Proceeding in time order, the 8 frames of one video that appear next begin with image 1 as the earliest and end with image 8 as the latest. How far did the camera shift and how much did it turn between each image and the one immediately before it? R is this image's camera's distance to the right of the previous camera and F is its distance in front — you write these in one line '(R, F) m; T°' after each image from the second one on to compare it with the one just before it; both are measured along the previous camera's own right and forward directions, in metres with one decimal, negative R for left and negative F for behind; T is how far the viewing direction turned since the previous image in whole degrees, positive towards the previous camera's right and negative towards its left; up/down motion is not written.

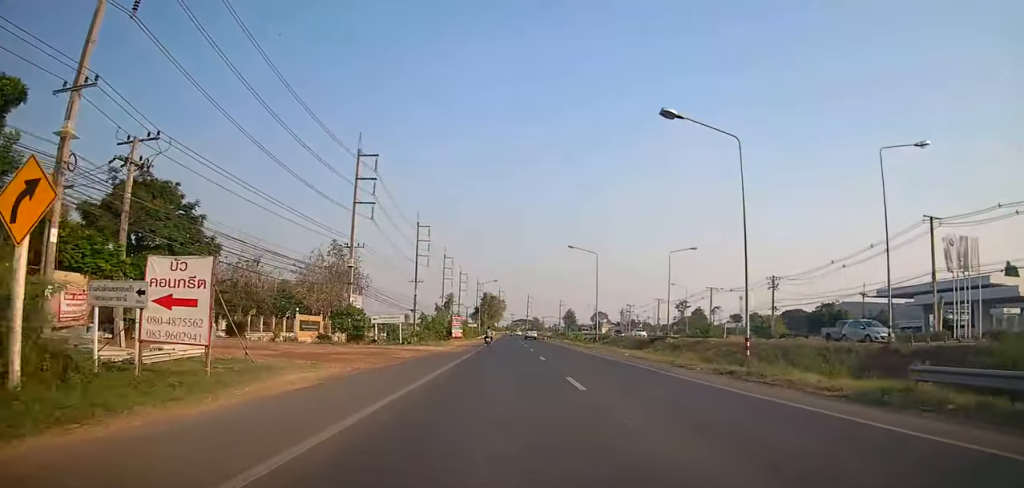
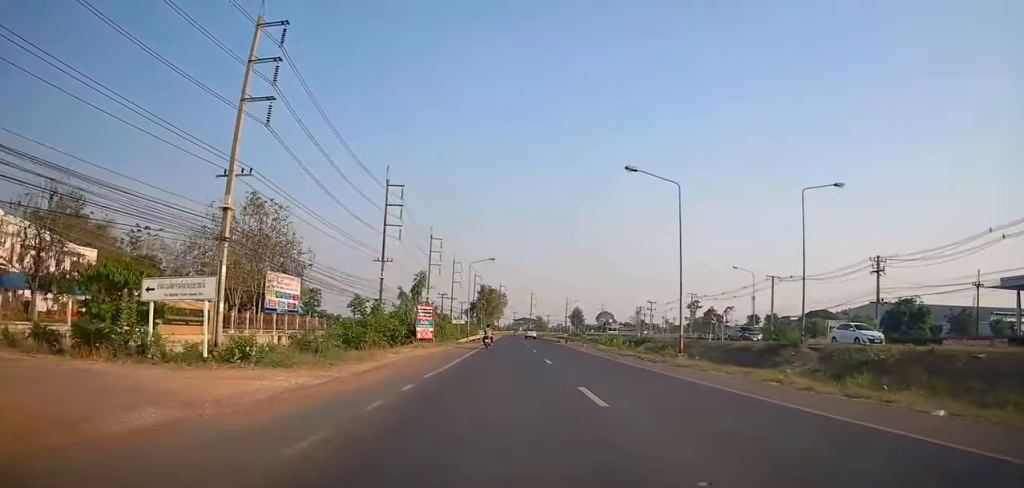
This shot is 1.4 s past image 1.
(0.0, +27.3) m; 0°
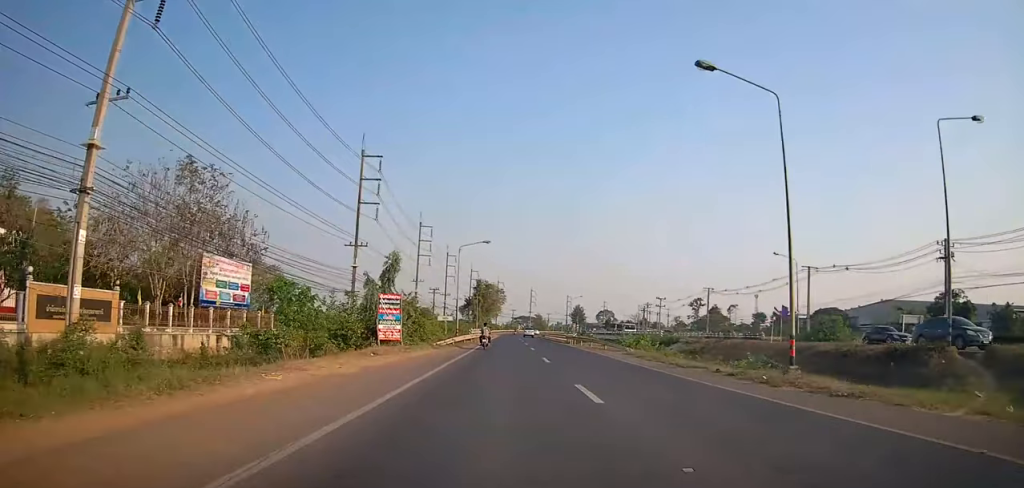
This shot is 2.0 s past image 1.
(0.0, +11.9) m; 0°
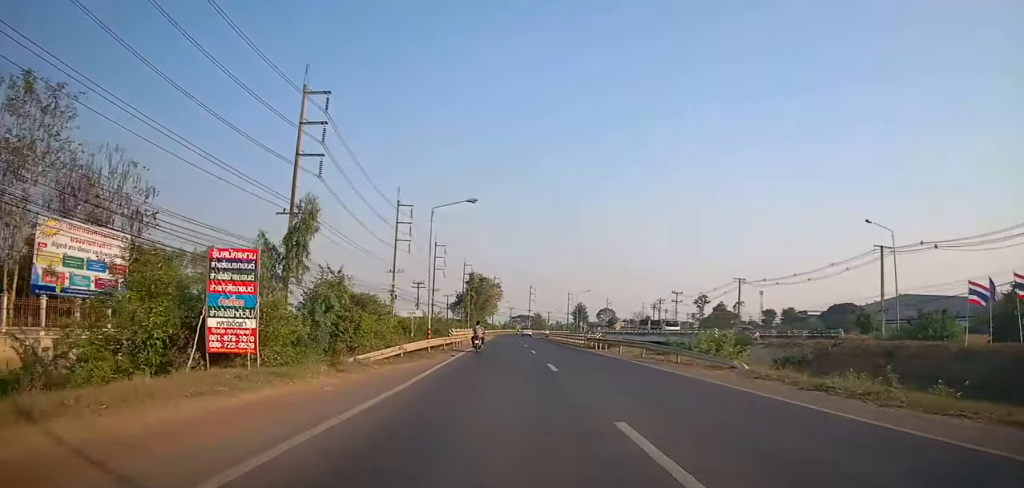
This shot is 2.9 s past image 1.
(0.0, +17.6) m; 0°
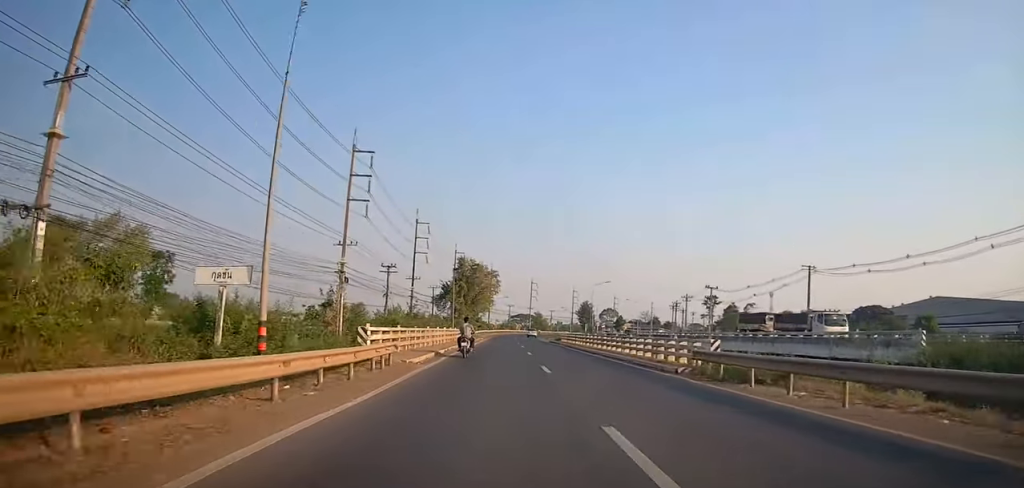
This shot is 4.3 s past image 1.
(-0.1, +24.8) m; 0°
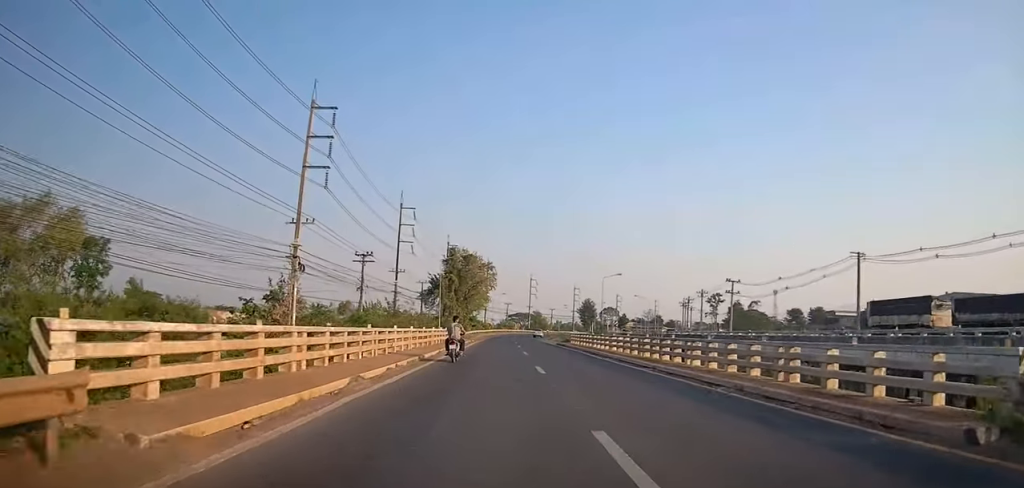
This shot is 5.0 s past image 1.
(0.0, +12.5) m; 0°
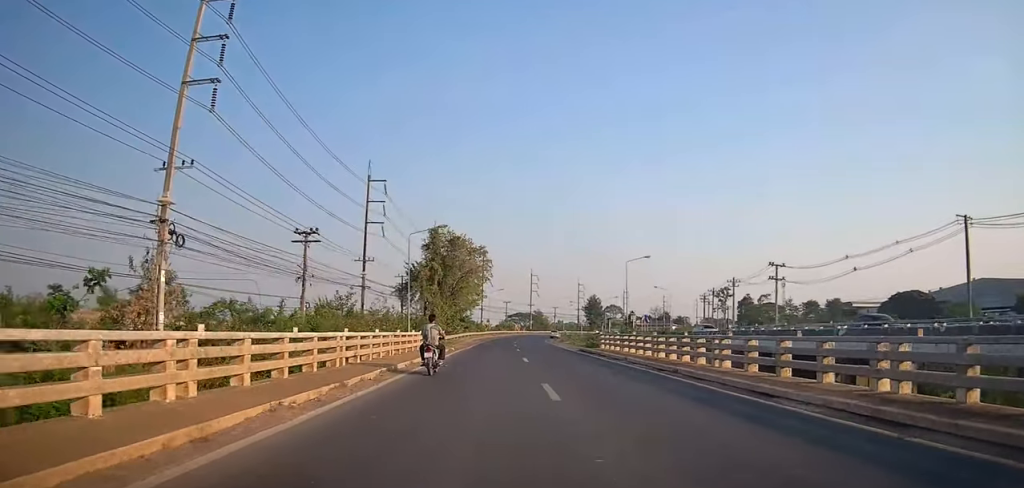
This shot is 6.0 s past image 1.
(-0.1, +18.2) m; +2°
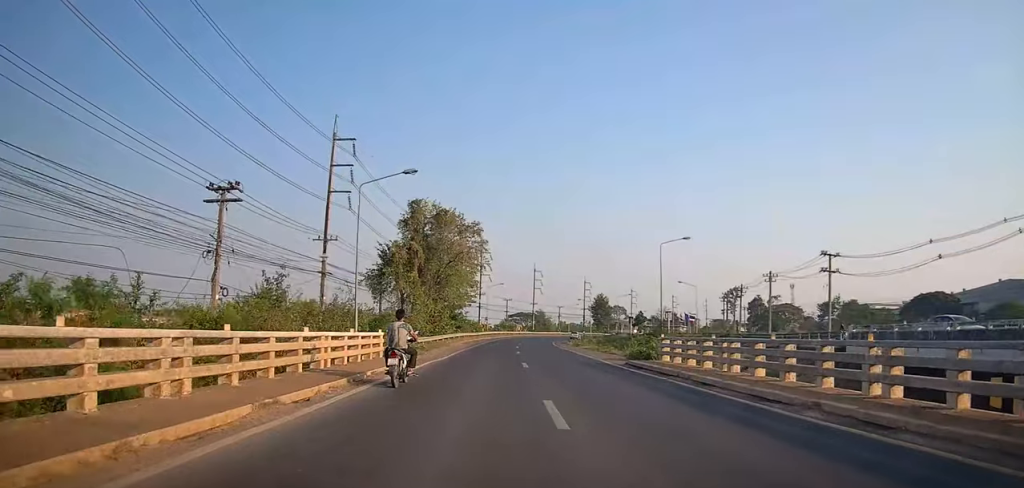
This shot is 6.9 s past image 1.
(+0.4, +14.8) m; 0°
